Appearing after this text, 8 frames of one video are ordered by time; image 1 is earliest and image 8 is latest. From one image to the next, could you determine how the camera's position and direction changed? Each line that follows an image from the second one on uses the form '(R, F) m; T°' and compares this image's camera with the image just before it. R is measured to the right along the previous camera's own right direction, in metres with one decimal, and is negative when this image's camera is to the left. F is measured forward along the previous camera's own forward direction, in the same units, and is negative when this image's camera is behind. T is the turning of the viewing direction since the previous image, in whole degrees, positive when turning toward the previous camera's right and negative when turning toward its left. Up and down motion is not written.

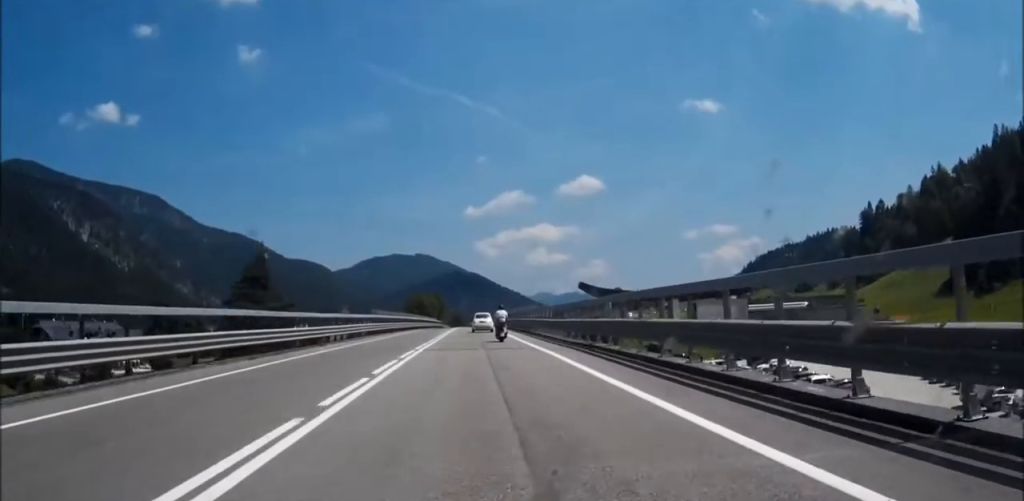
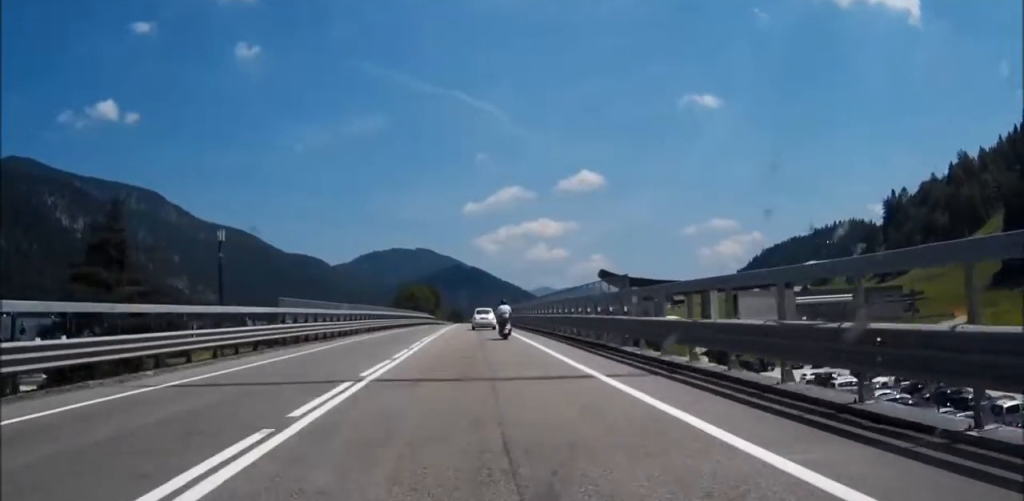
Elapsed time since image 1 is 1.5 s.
(+1.4, +30.0) m; 0°
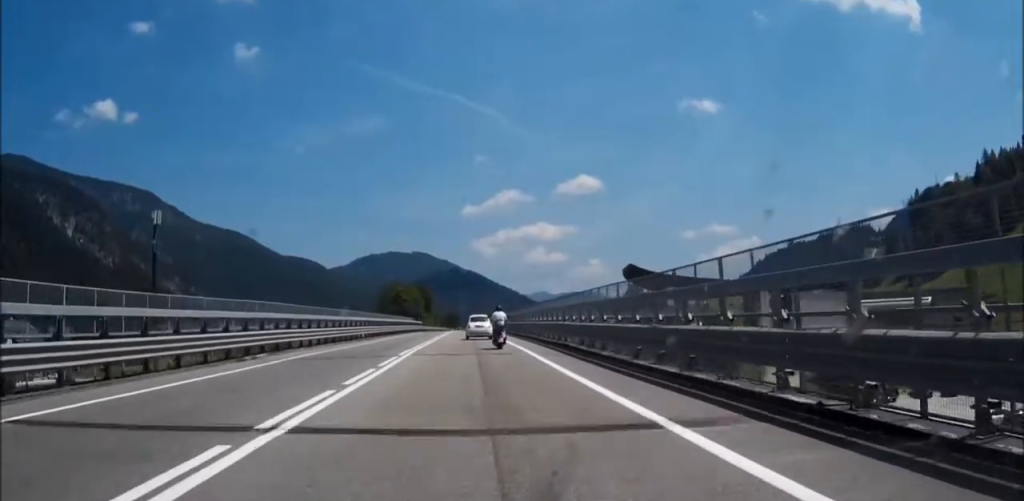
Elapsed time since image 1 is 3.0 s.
(-1.3, +29.7) m; -2°
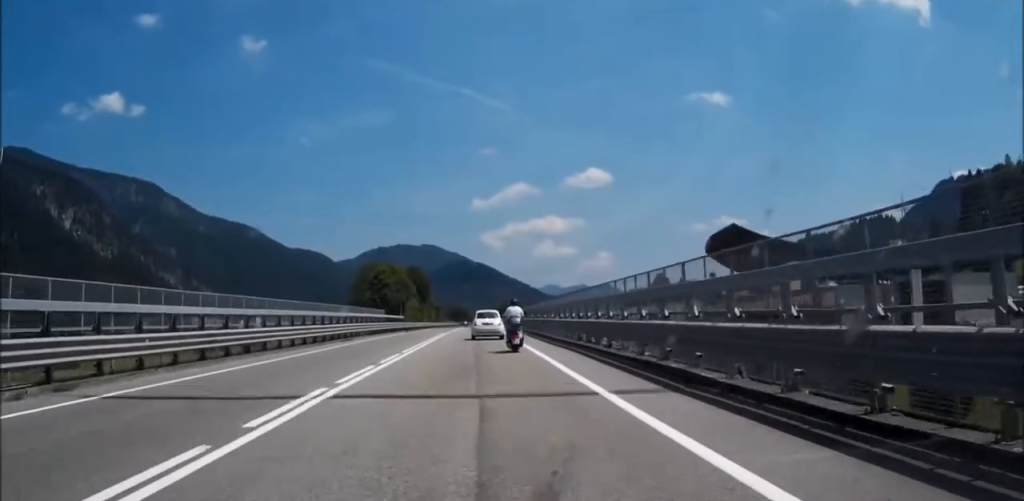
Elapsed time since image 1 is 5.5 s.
(-0.6, +46.3) m; -1°
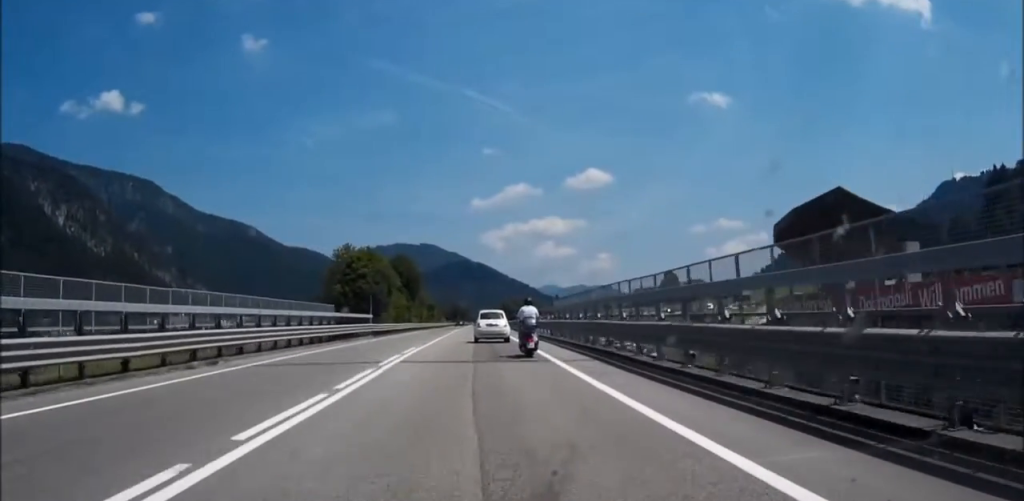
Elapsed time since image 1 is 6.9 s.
(0.0, +23.5) m; 0°
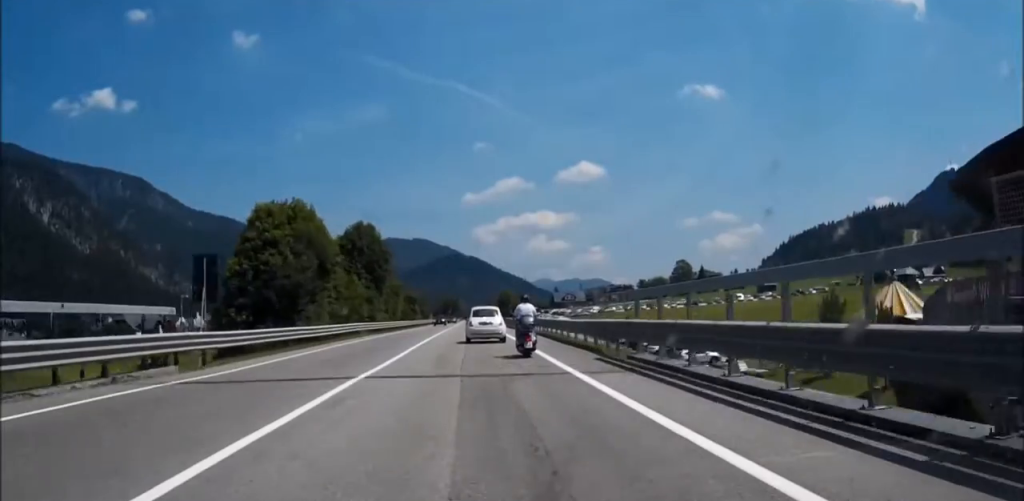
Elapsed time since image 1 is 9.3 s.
(-0.2, +37.2) m; +2°
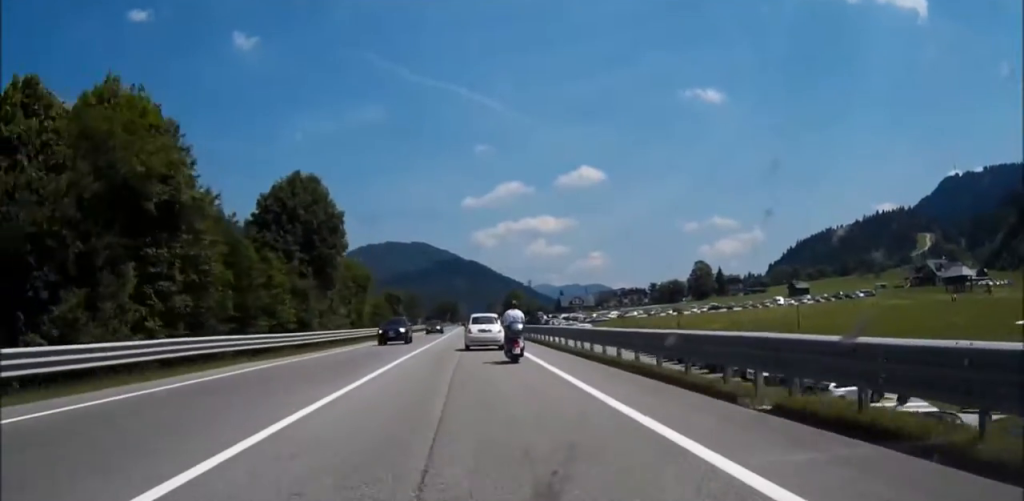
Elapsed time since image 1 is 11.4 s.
(+1.3, +31.5) m; +1°
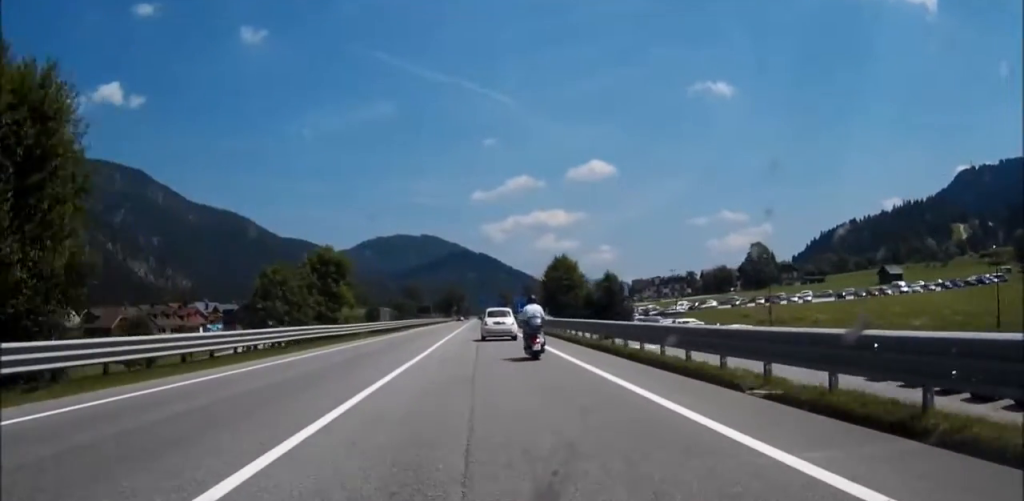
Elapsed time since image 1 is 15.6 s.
(-2.5, +57.9) m; -3°
